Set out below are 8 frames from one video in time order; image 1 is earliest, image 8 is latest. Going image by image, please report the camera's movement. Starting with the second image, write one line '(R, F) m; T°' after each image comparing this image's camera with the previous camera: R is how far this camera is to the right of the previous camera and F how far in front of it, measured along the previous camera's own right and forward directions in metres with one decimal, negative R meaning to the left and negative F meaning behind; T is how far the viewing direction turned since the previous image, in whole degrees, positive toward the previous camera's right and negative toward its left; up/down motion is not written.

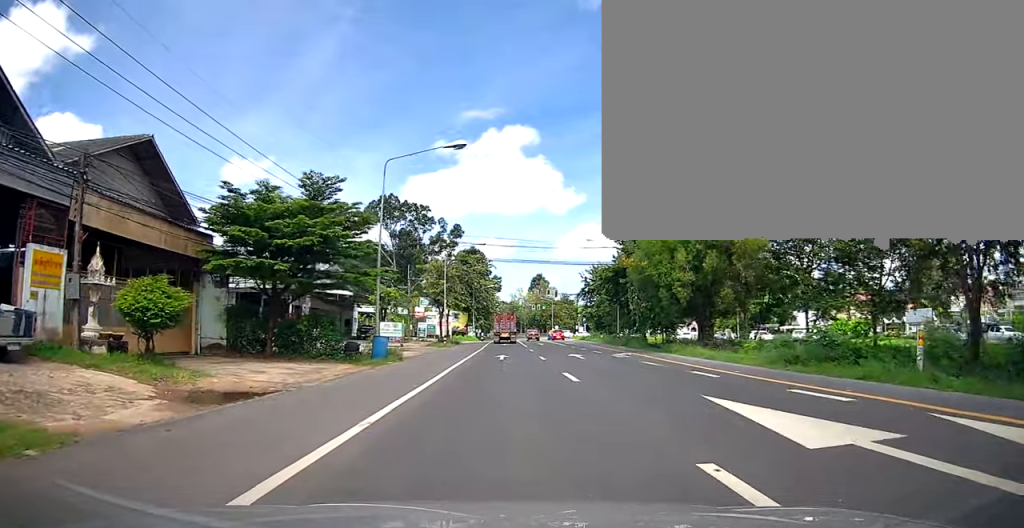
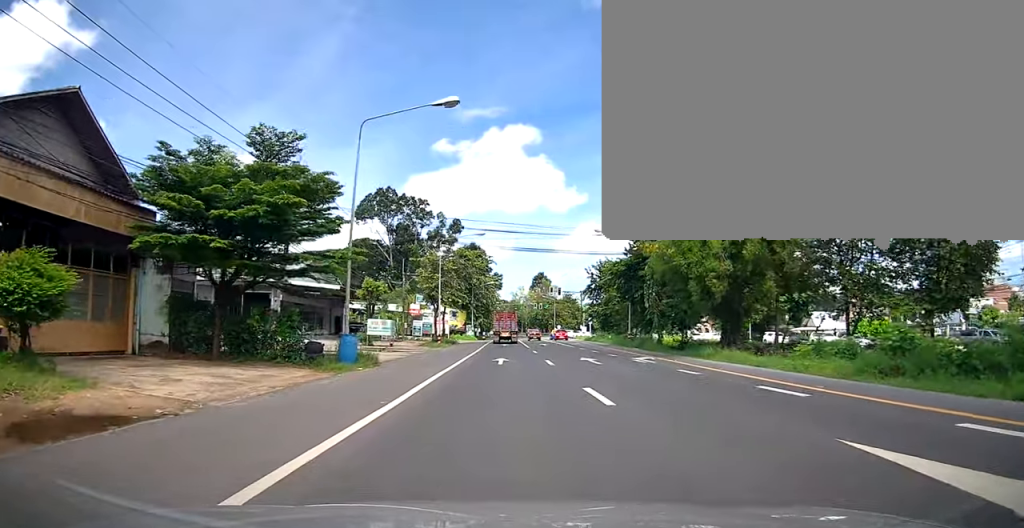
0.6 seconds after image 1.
(0.0, +4.4) m; -1°
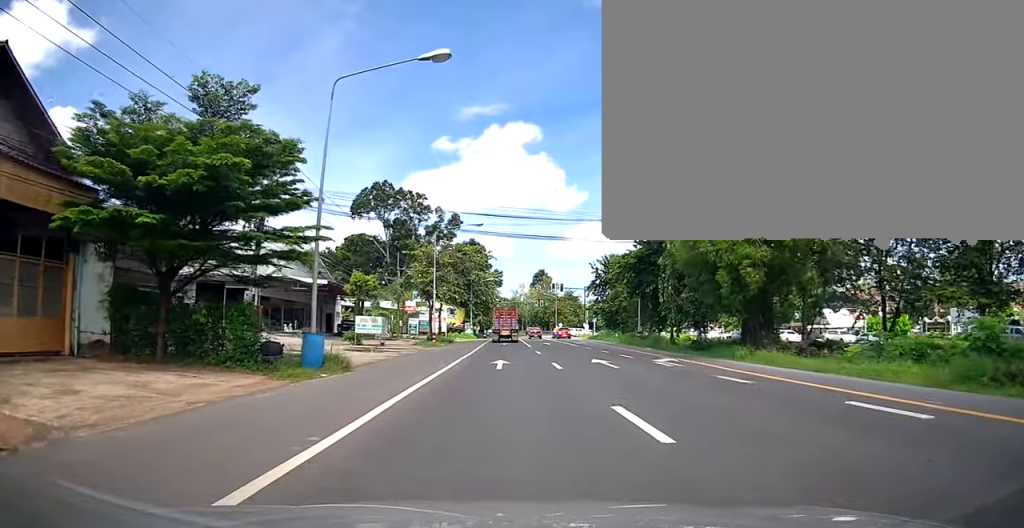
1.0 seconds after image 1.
(-0.2, +3.4) m; 0°
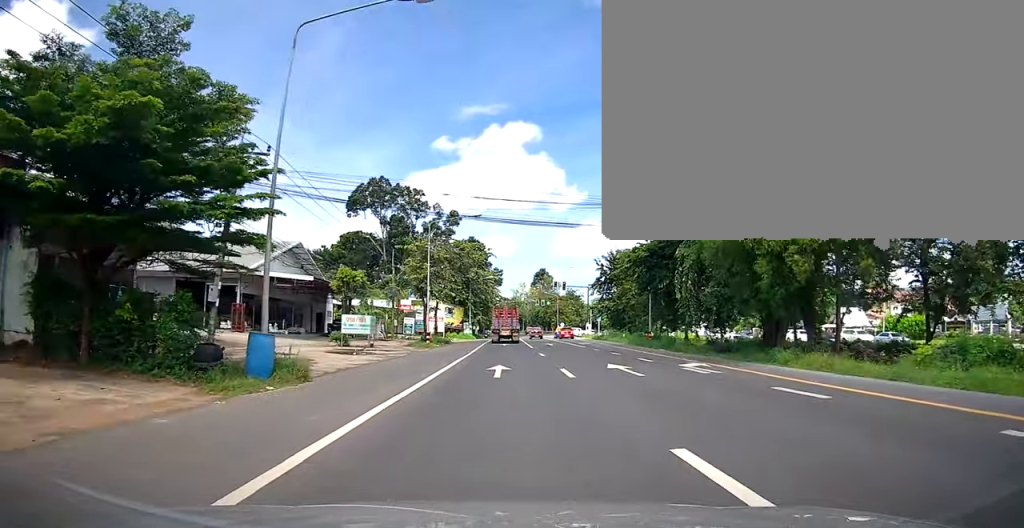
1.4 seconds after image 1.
(-0.1, +3.4) m; 0°
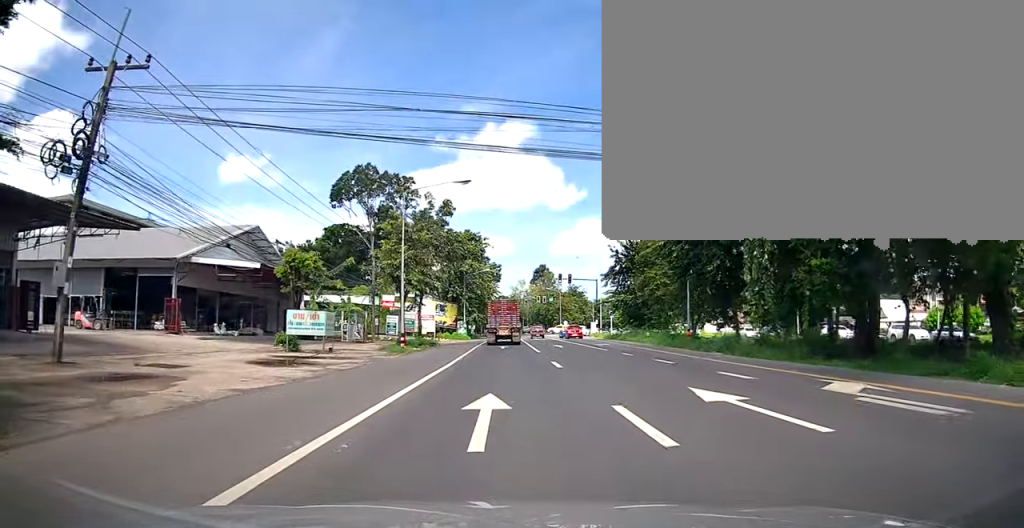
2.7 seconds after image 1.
(+0.5, +9.1) m; +3°
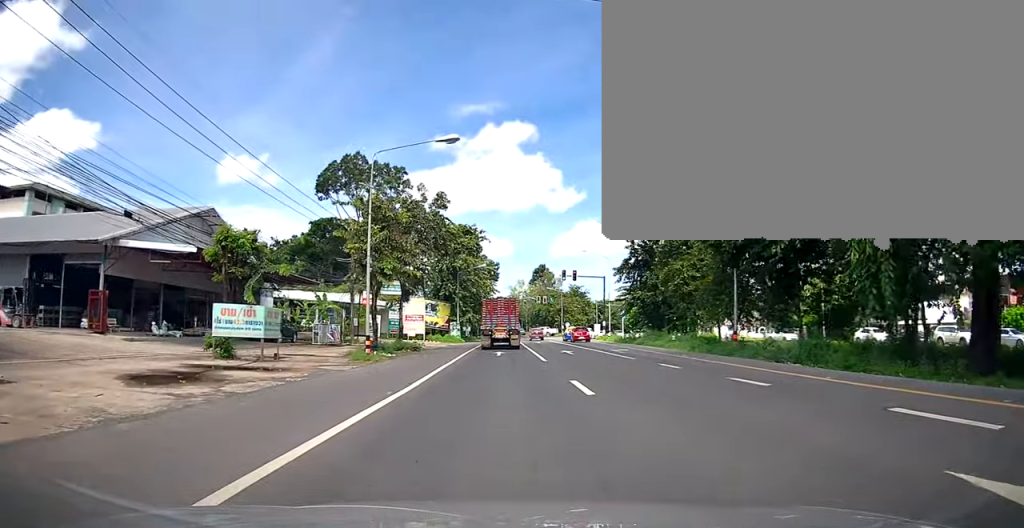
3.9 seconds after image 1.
(0.0, +7.4) m; +1°
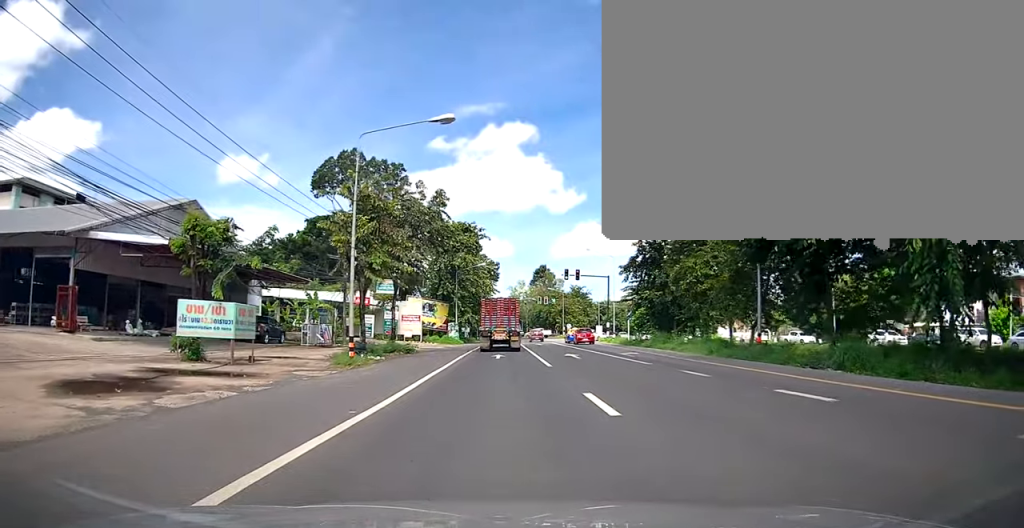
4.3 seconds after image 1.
(+0.1, +2.6) m; +1°
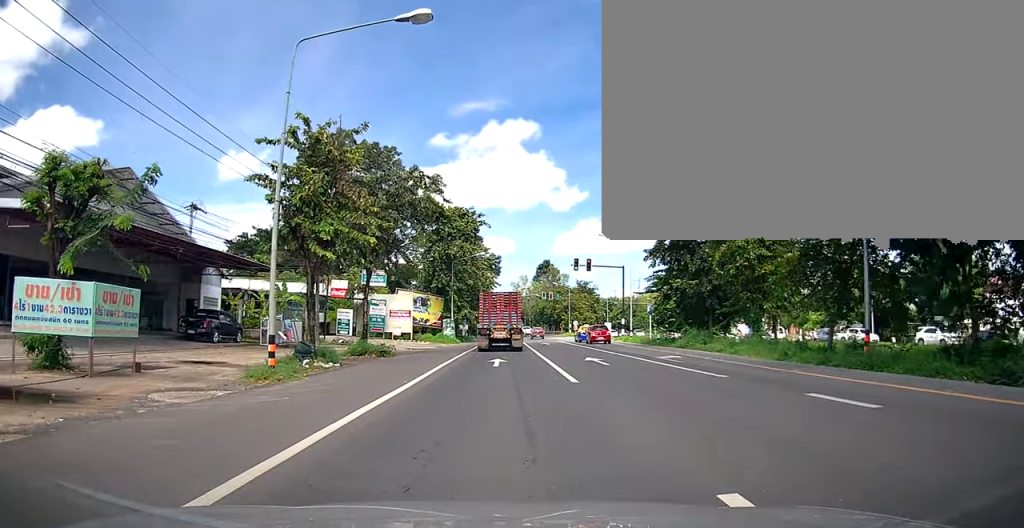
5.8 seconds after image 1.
(-0.3, +6.8) m; -3°
